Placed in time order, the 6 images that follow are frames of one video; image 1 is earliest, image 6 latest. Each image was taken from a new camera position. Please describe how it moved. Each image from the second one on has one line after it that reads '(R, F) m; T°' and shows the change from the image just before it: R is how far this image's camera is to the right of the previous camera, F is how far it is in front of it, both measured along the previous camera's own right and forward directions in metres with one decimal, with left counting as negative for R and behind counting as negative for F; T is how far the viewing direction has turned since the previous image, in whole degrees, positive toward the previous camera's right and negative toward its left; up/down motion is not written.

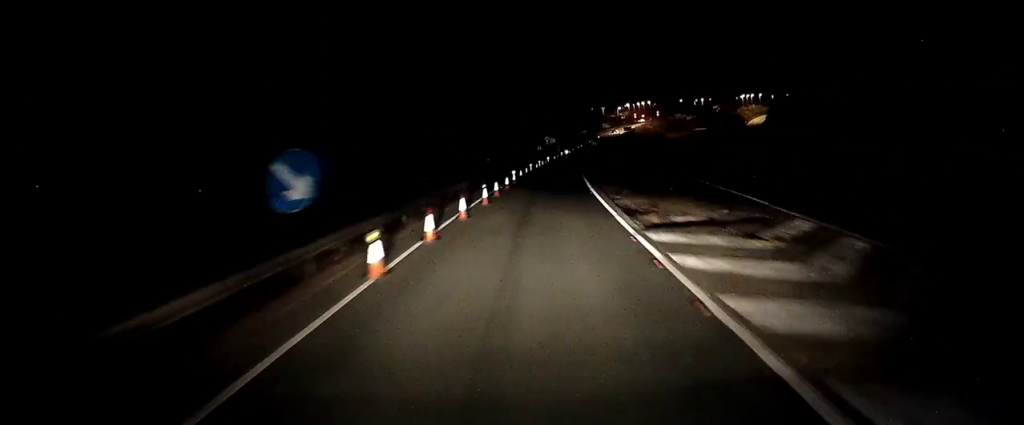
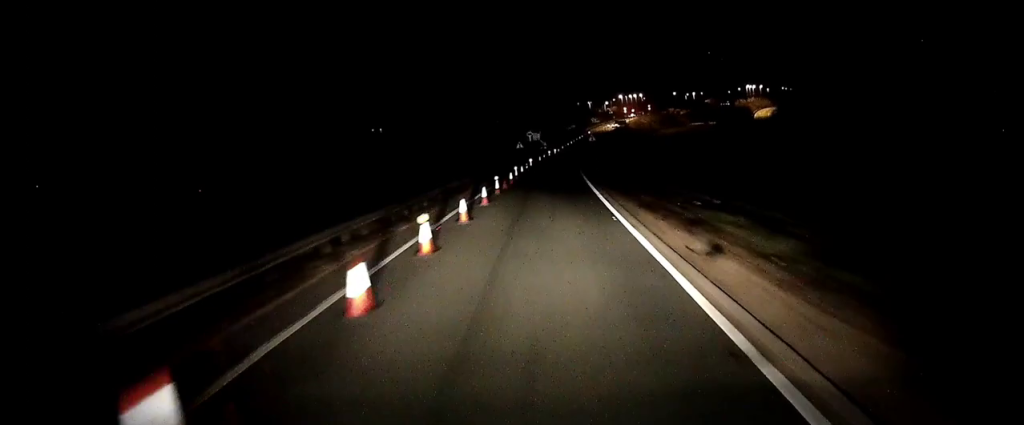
(-0.2, +28.1) m; +1°
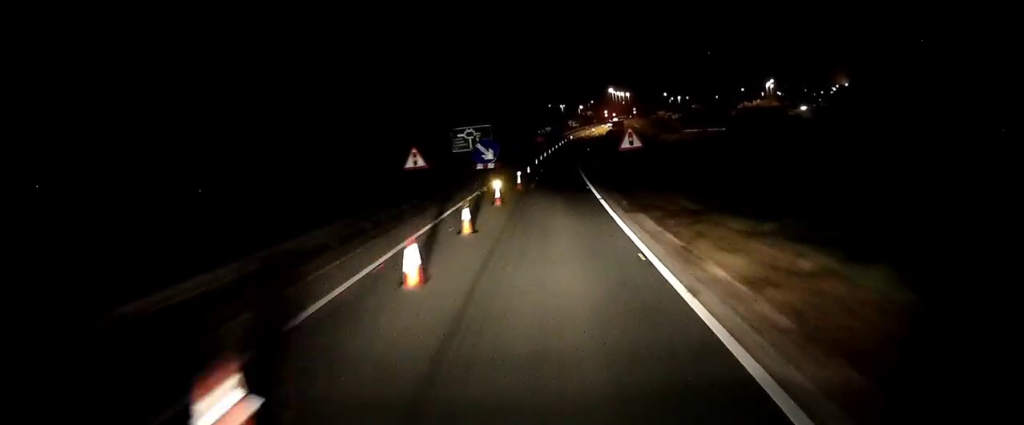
(+2.9, +60.9) m; +6°
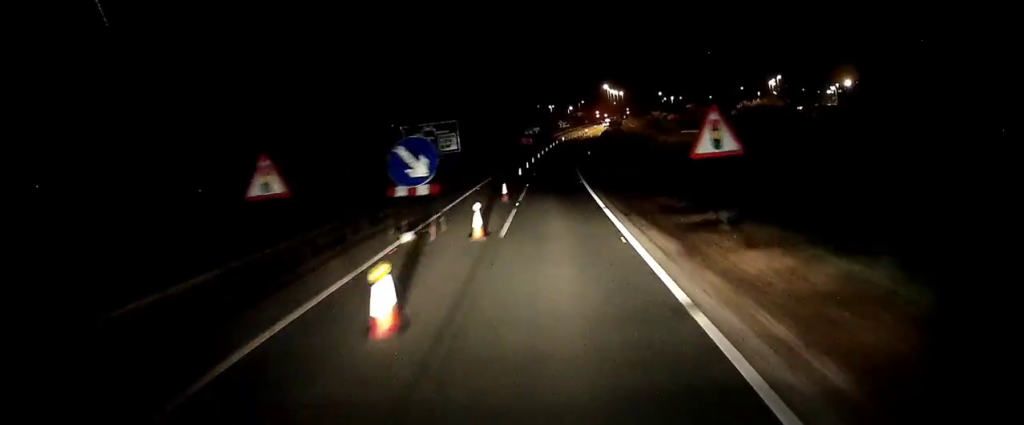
(+0.3, +15.6) m; +1°
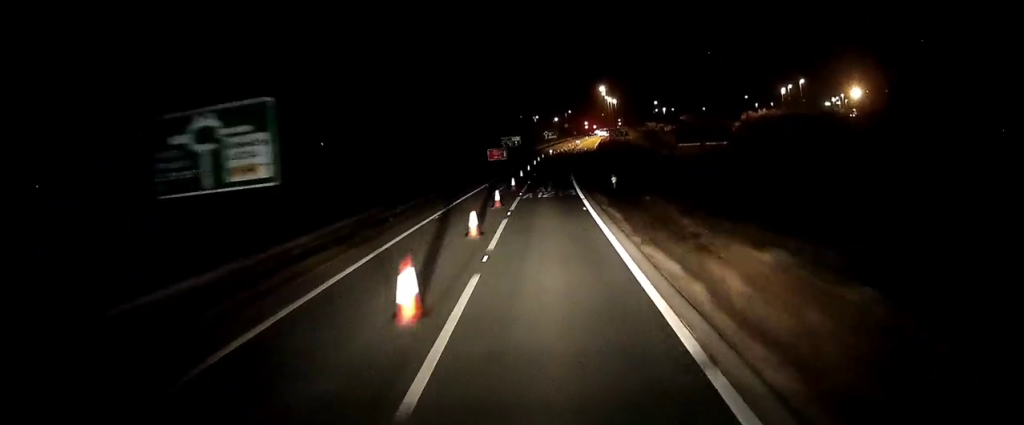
(+0.2, +28.4) m; +1°
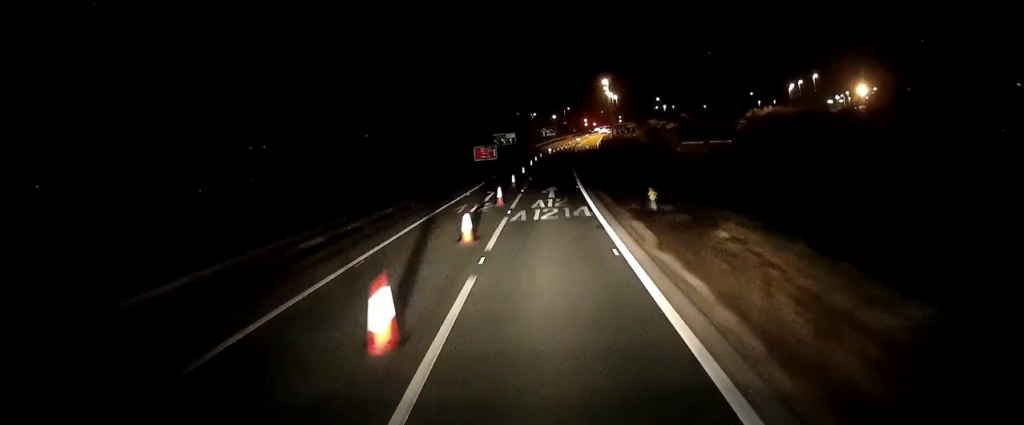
(0.0, +10.6) m; 0°
